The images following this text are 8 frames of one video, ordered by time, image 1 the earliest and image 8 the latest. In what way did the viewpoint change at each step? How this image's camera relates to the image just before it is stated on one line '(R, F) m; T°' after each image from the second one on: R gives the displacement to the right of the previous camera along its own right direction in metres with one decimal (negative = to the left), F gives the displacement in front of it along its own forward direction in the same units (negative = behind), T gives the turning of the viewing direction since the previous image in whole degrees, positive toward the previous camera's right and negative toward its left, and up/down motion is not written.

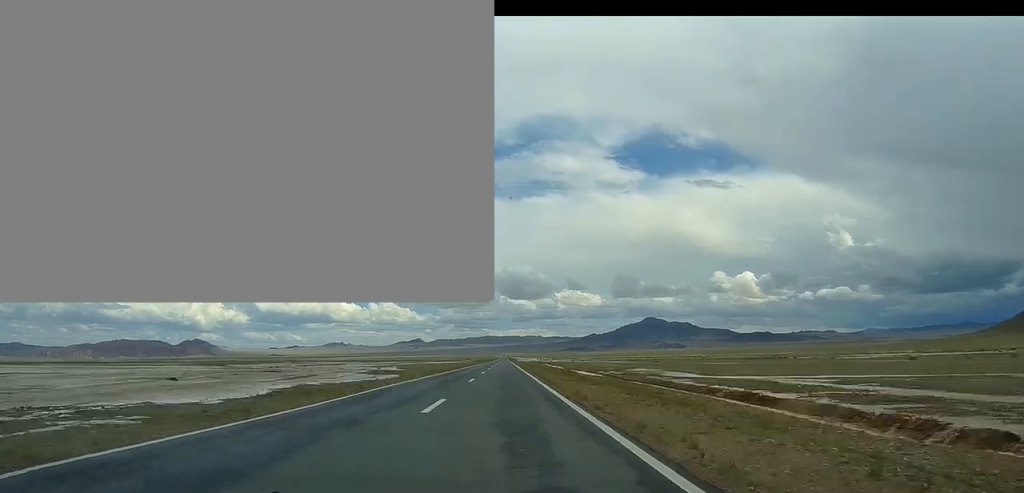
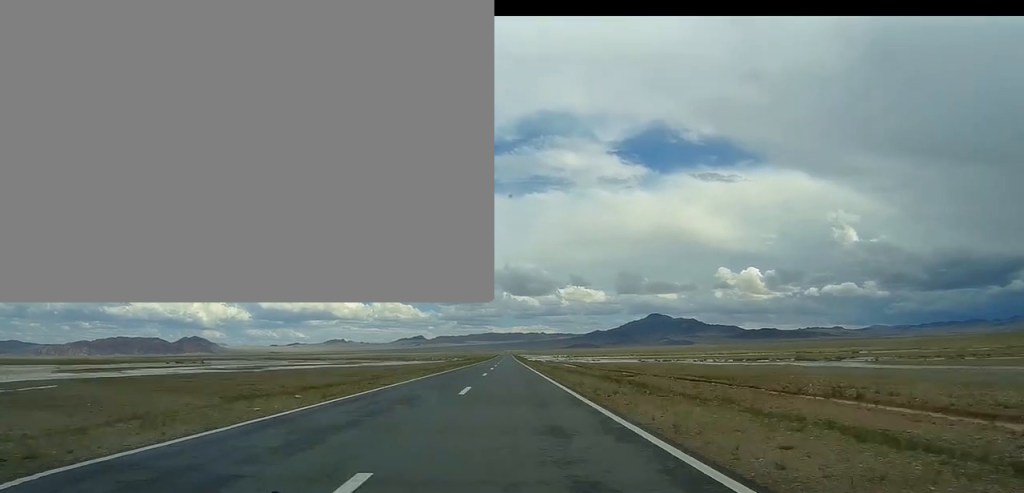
(-0.7, +149.6) m; 0°
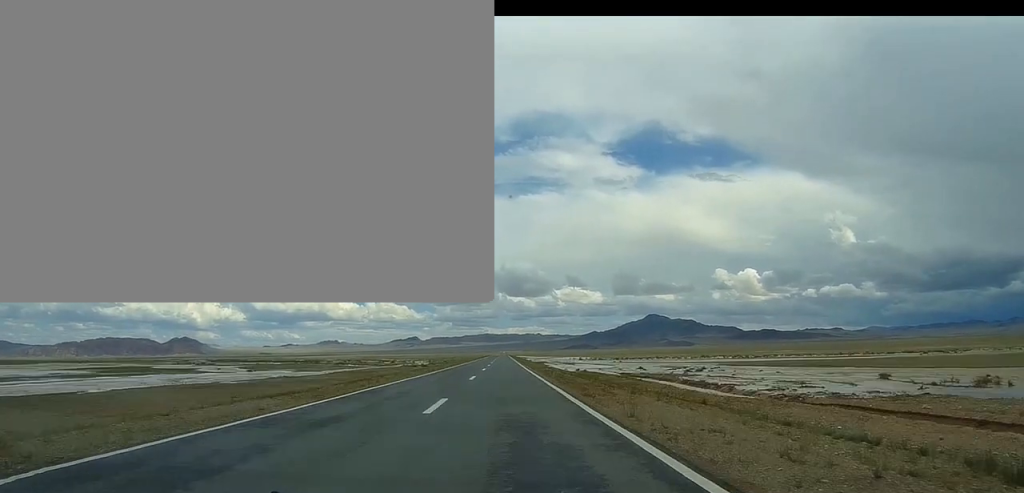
(+0.3, +147.4) m; 0°
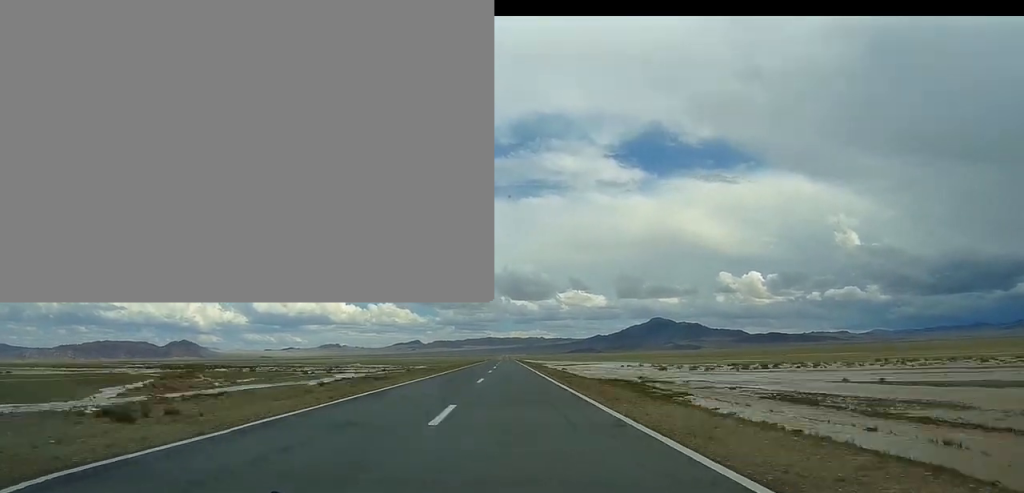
(+0.4, +112.3) m; 0°
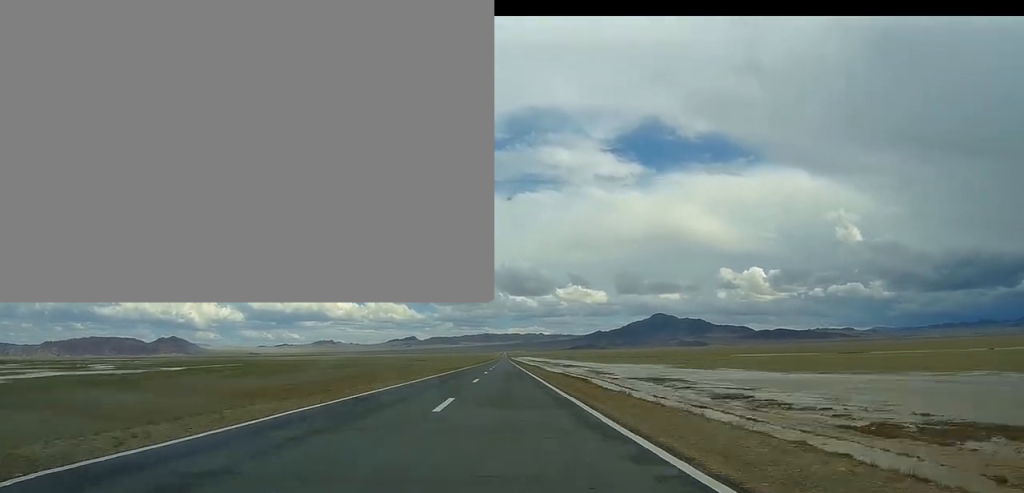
(-0.7, +254.8) m; 0°
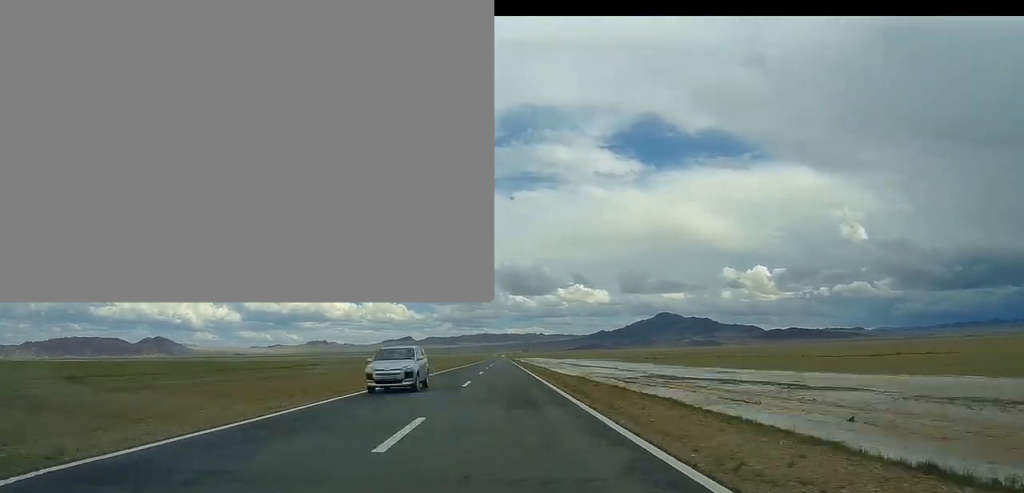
(+0.5, +352.2) m; 0°
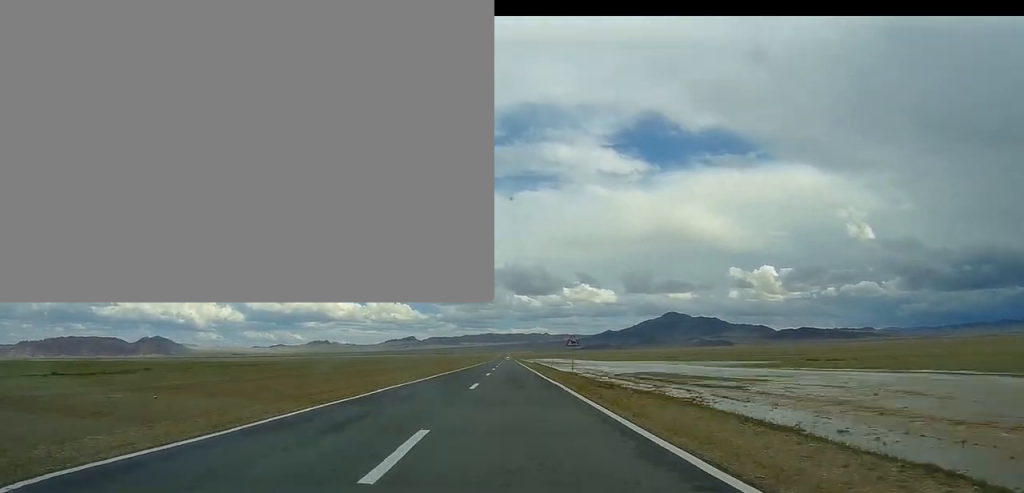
(-0.5, +168.3) m; 0°
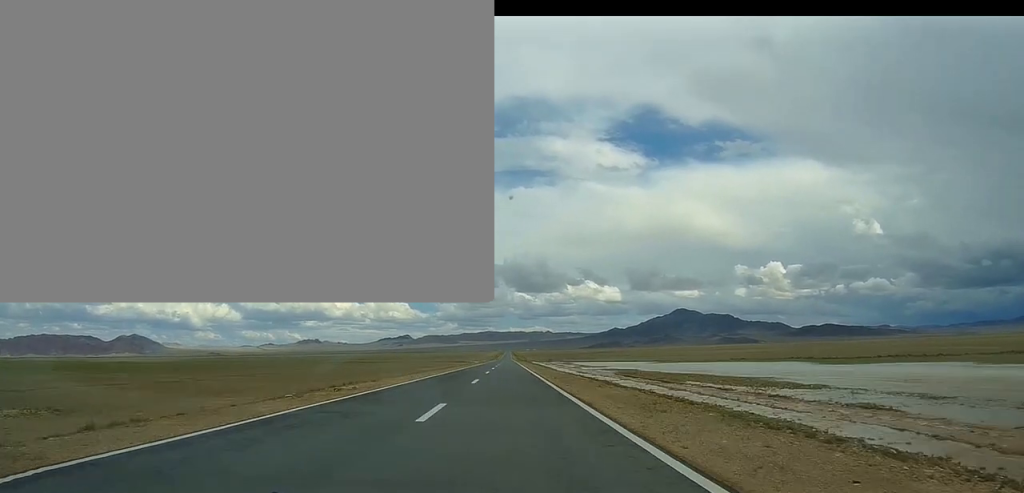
(+1.0, +528.9) m; 0°
